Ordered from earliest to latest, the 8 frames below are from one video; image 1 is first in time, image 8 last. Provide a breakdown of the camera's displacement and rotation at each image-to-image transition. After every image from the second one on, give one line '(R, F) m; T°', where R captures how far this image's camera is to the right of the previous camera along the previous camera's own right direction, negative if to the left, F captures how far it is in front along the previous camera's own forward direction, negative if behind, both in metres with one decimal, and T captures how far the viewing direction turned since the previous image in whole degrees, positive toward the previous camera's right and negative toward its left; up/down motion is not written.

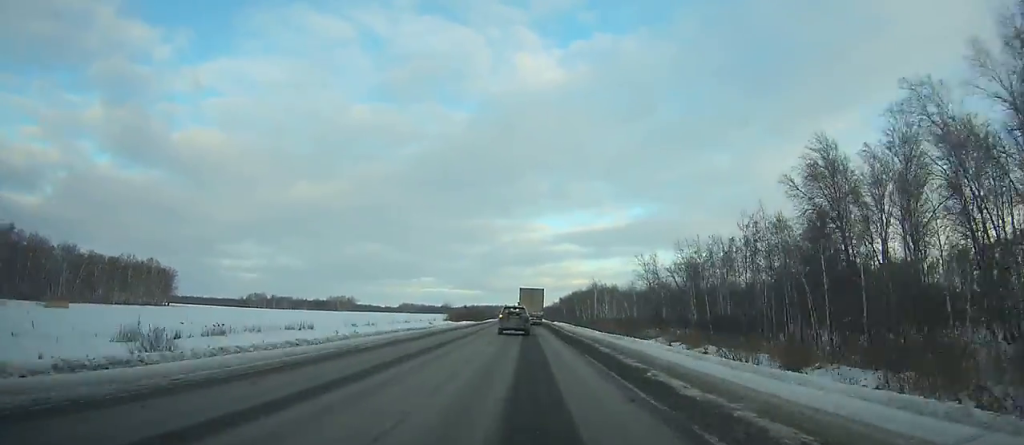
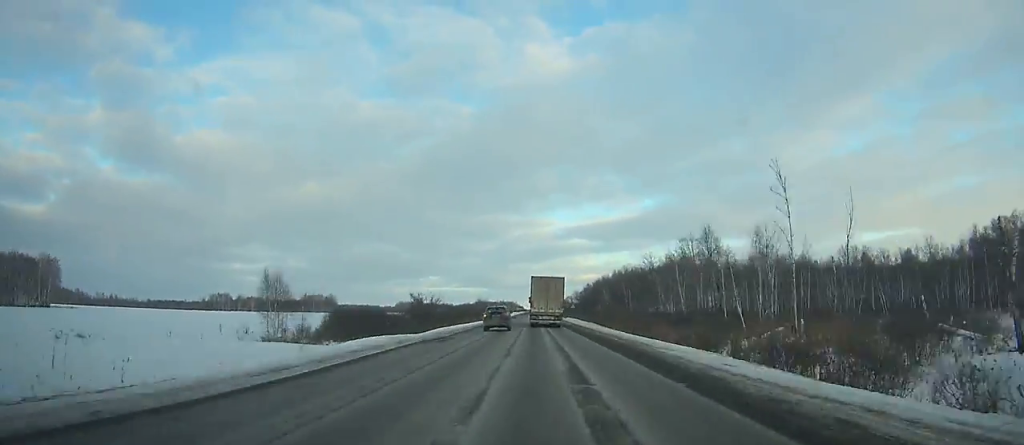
(-0.9, +127.8) m; -1°
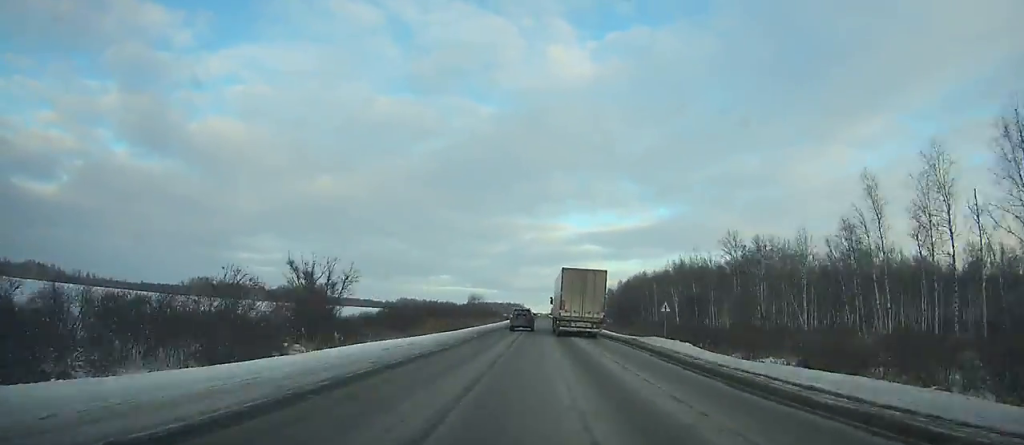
(-0.3, +62.7) m; 0°
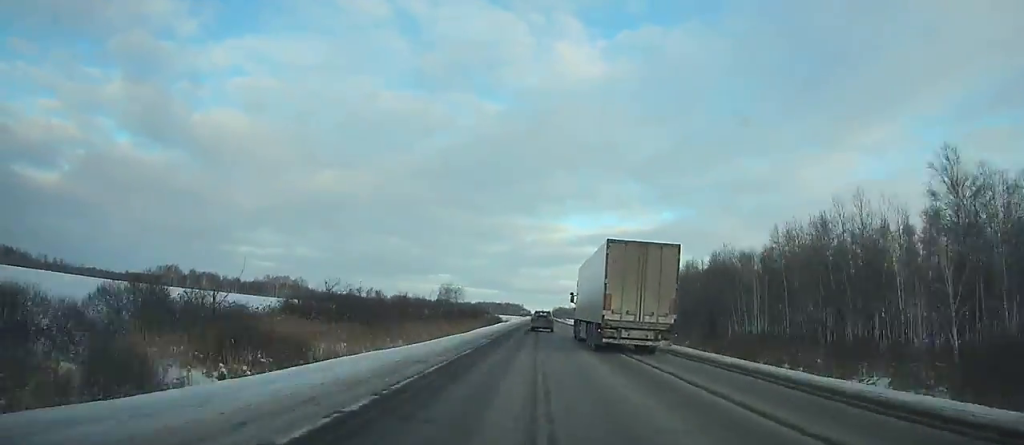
(-0.1, +62.4) m; 0°
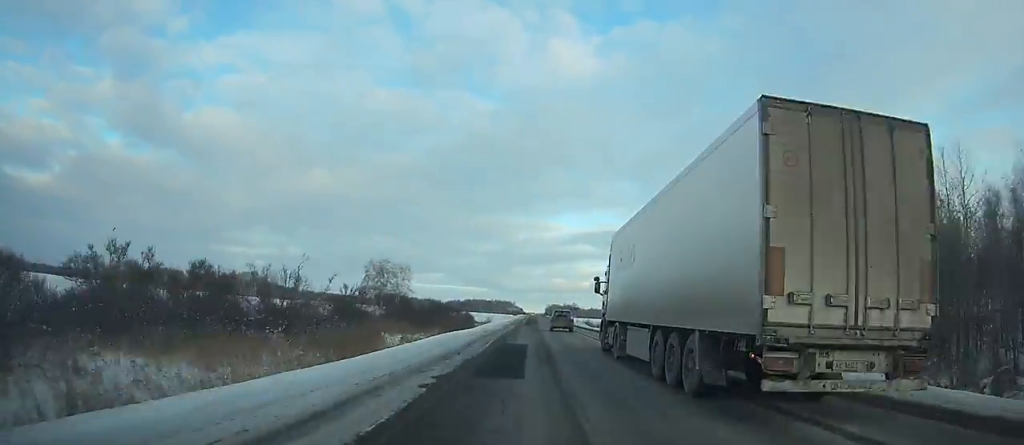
(+0.1, +53.1) m; +1°
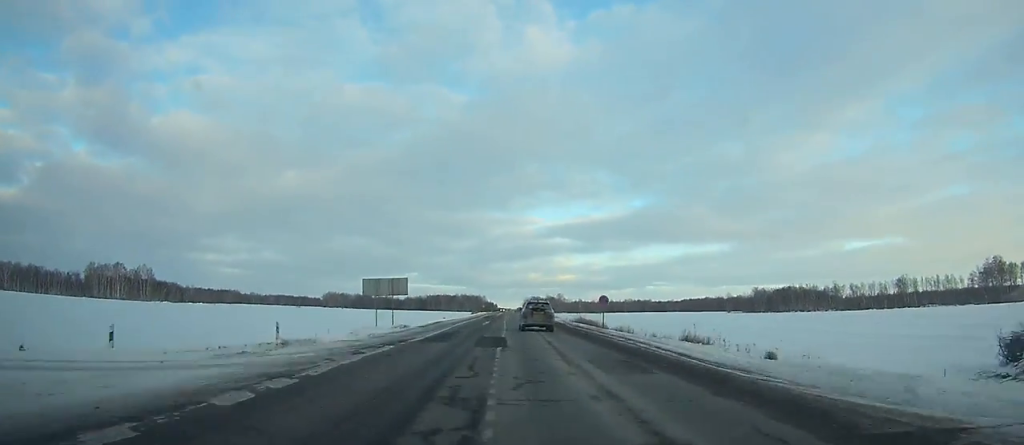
(+2.6, +154.2) m; +2°
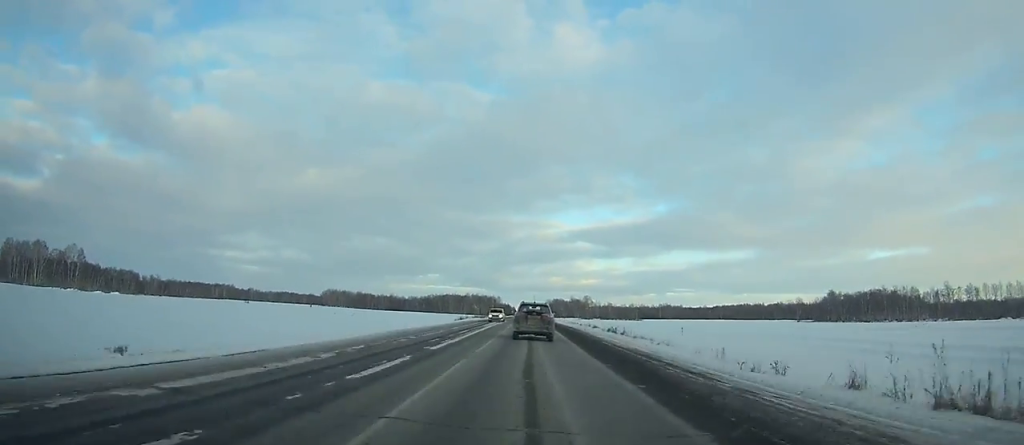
(+0.5, +87.9) m; 0°
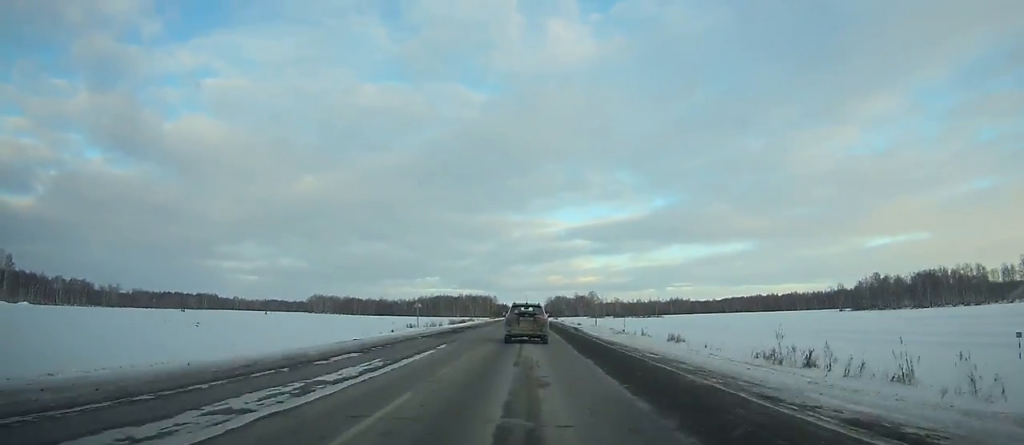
(-0.6, +53.5) m; -1°
